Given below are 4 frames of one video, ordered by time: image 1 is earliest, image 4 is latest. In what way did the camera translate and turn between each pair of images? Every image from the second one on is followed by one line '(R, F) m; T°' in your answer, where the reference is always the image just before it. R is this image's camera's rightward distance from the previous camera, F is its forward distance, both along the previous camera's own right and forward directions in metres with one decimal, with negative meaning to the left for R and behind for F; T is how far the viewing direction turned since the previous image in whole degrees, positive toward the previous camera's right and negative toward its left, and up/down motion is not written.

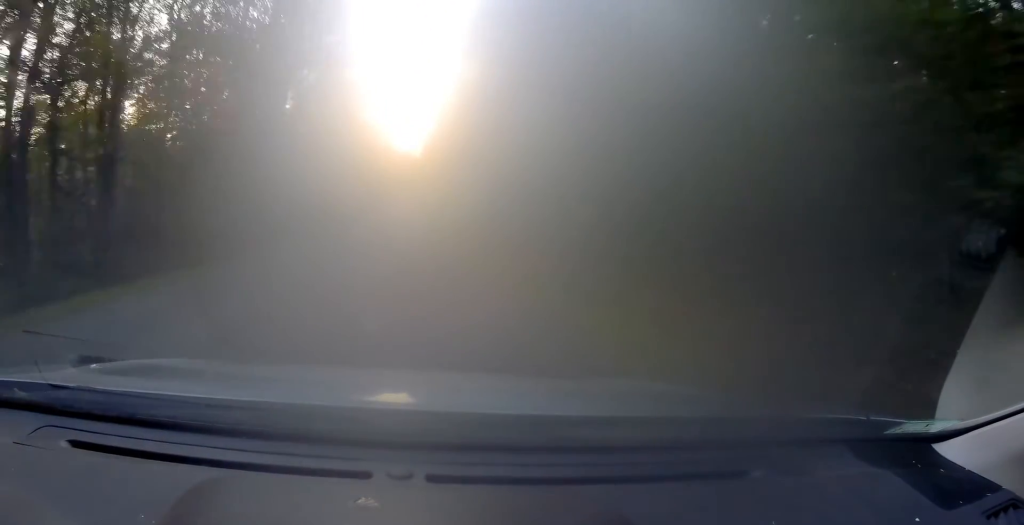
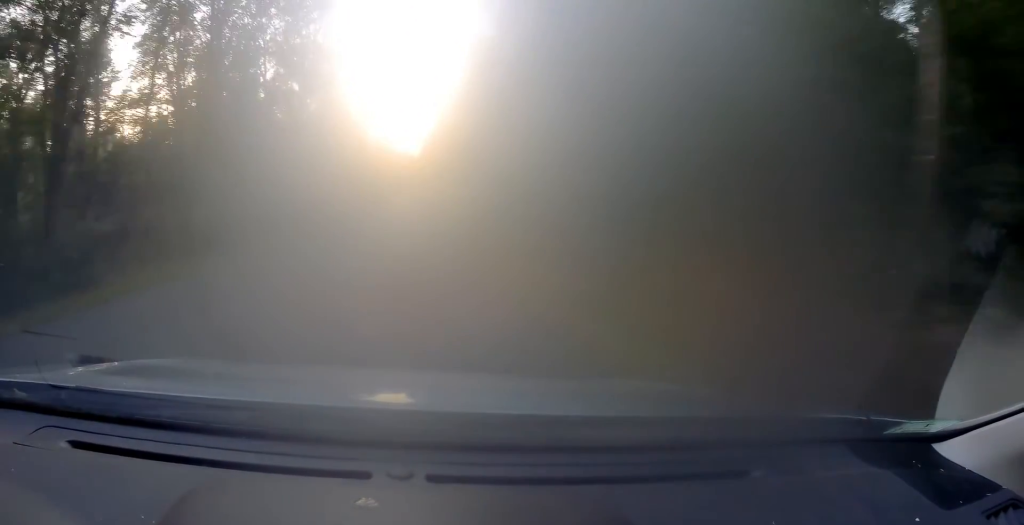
(+0.2, +14.1) m; -1°
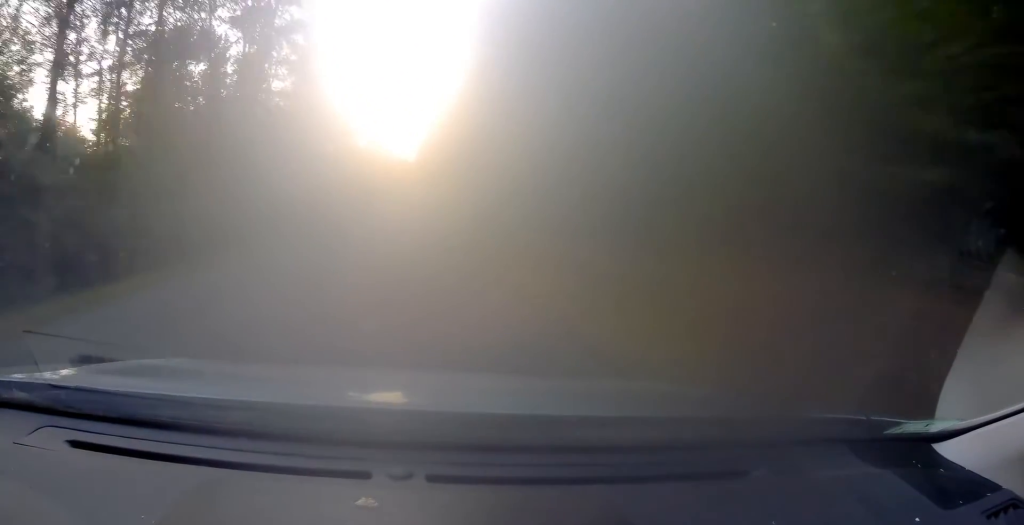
(0.0, +11.8) m; -1°
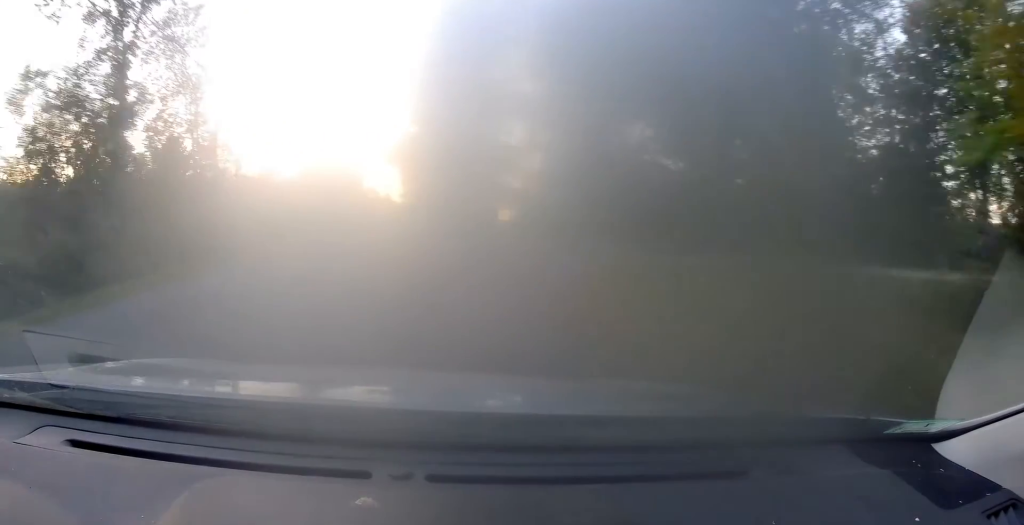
(+0.5, +78.4) m; +3°
